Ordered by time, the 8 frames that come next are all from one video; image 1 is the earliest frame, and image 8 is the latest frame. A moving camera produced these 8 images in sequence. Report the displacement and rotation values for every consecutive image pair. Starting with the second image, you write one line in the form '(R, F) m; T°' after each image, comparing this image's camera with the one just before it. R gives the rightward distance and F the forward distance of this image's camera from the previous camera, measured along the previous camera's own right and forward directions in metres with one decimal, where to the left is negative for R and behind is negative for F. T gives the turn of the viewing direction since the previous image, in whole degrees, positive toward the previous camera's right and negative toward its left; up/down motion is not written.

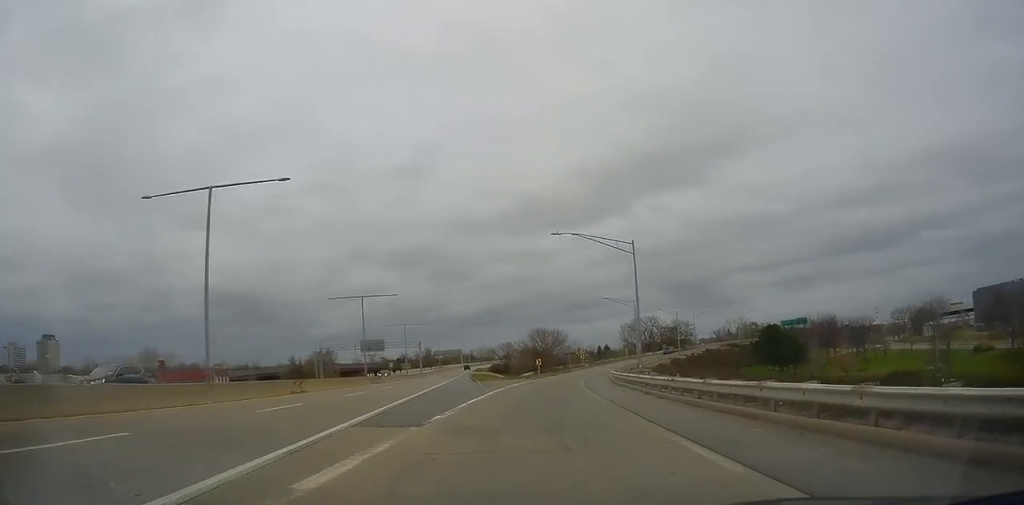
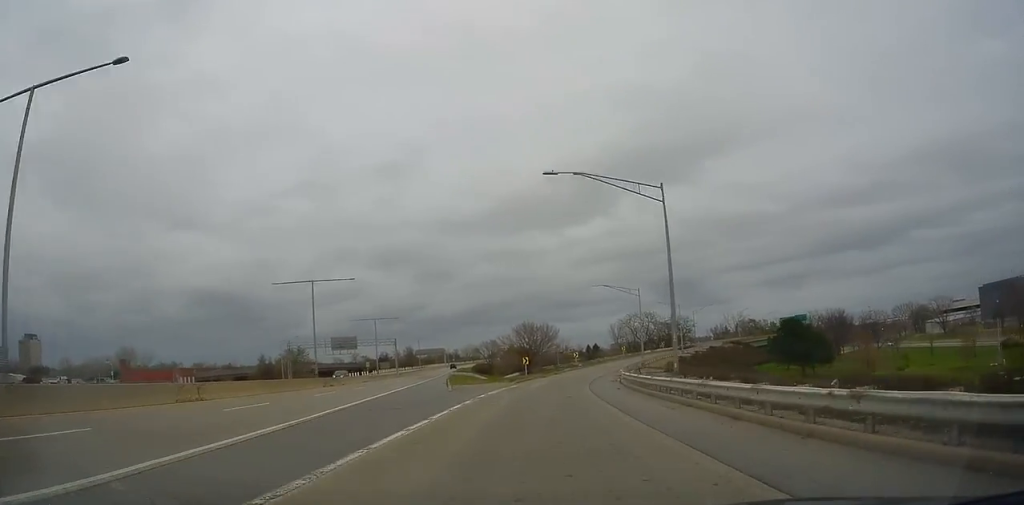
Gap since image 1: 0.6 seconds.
(0.0, +11.8) m; +1°
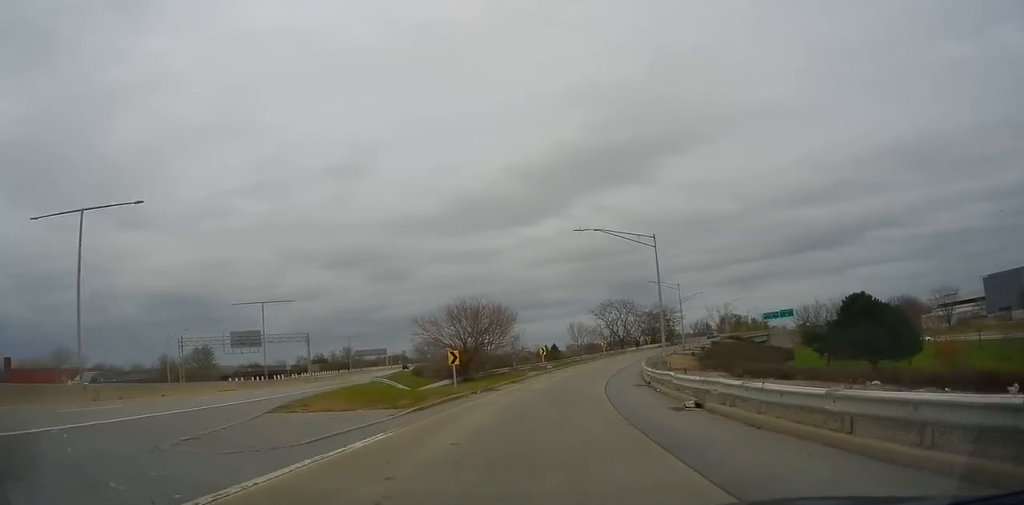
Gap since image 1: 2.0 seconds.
(+1.0, +26.6) m; +4°
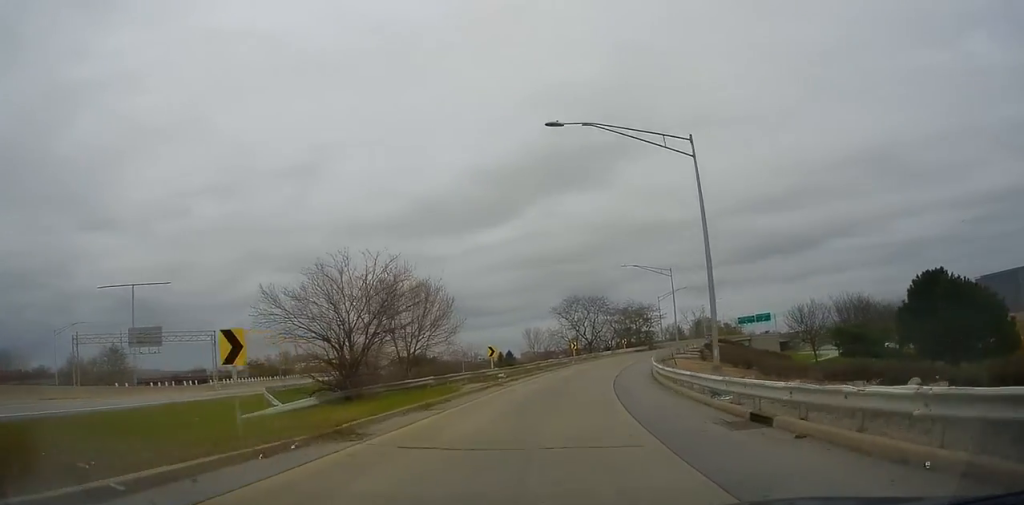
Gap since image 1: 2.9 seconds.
(+0.2, +17.2) m; +1°
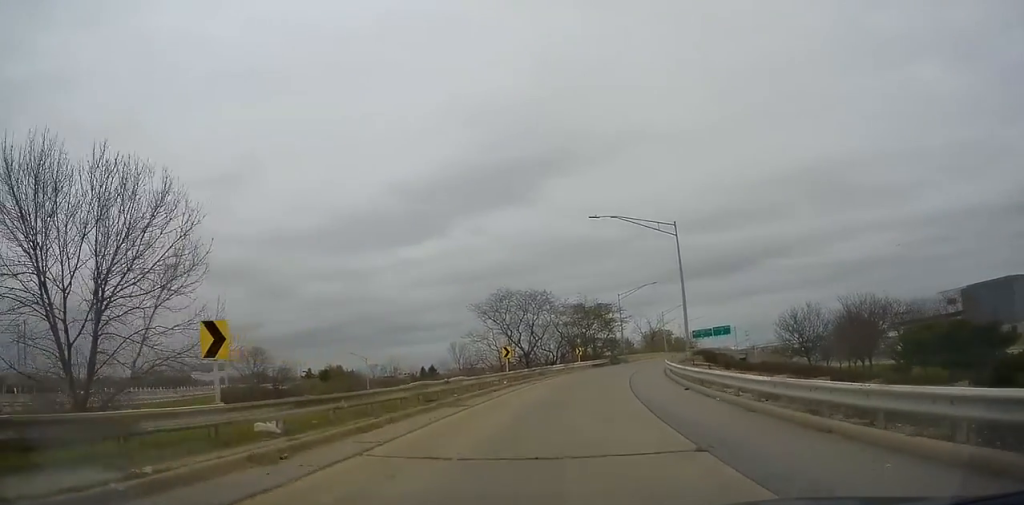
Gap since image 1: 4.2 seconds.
(+0.4, +24.9) m; +4°
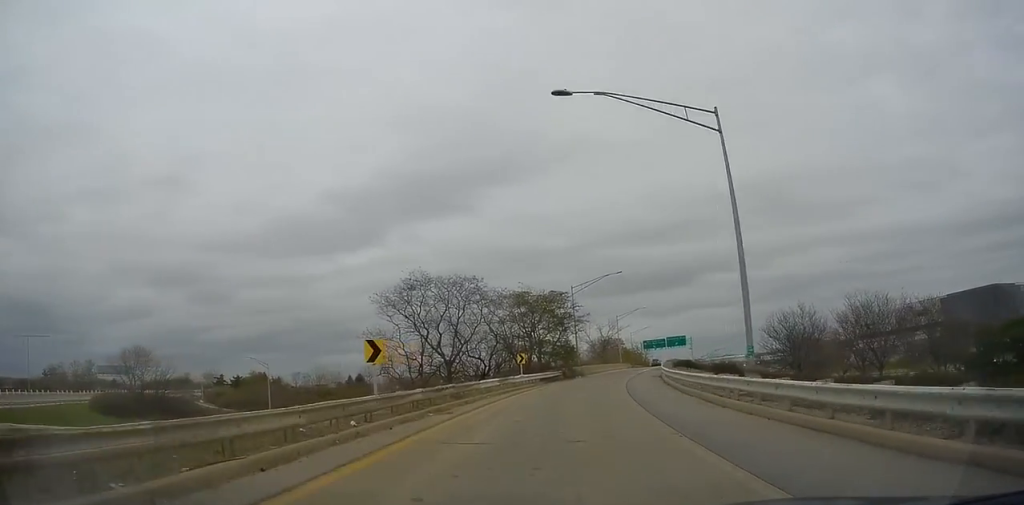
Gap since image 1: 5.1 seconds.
(+0.9, +17.5) m; +4°
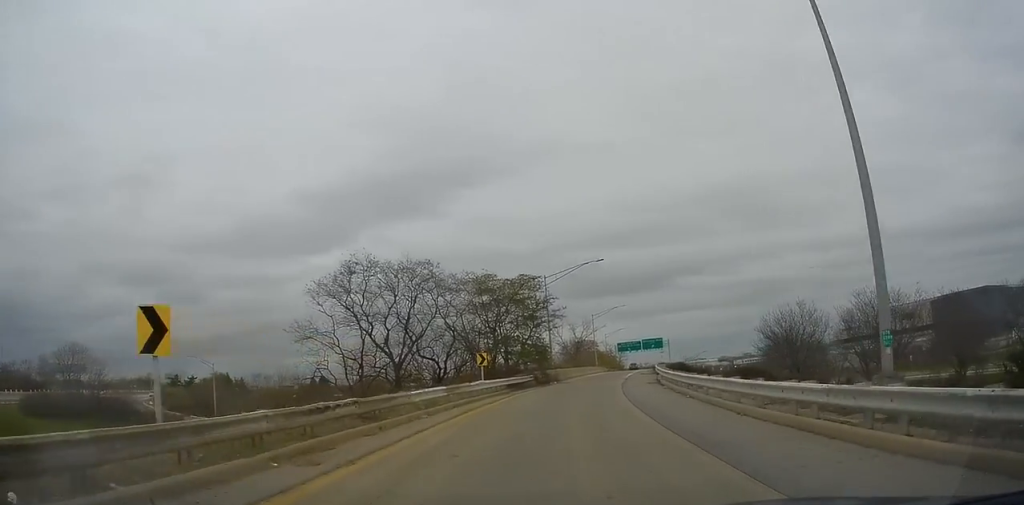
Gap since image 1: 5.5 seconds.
(+0.2, +8.4) m; +2°
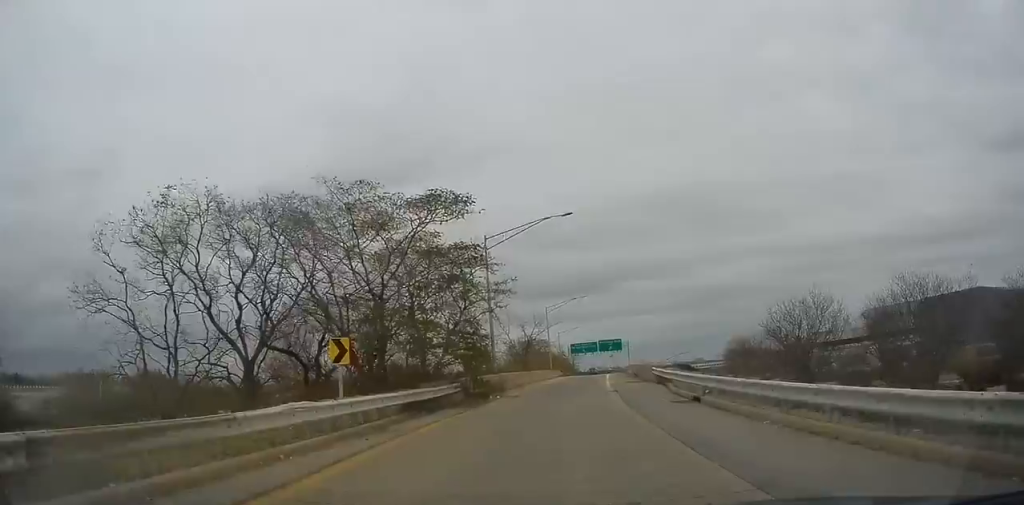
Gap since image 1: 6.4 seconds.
(+0.4, +16.2) m; +5°
